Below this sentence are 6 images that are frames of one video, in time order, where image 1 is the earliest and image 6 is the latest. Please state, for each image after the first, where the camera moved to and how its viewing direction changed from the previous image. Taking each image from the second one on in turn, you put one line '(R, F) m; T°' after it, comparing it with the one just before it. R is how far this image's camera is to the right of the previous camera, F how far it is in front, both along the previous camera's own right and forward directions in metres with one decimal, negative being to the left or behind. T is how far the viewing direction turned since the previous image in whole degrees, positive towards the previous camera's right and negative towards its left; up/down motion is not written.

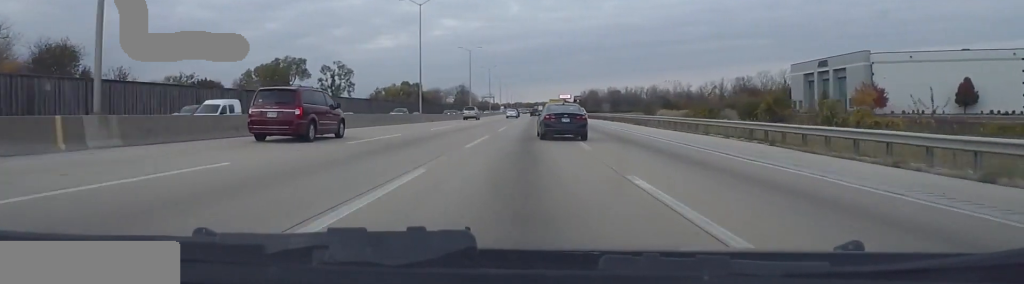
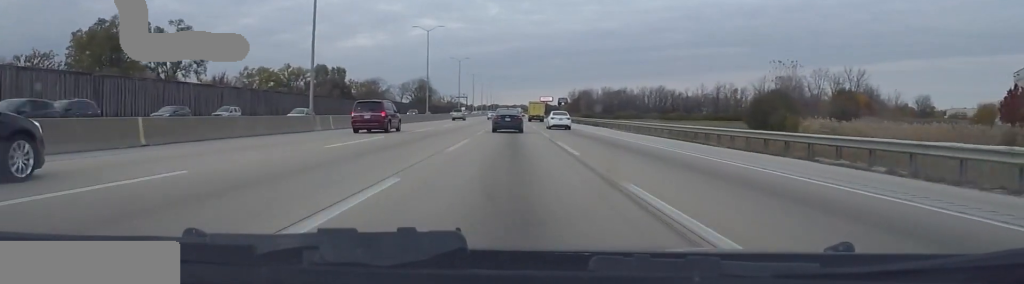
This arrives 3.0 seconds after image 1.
(+2.3, +89.6) m; +1°
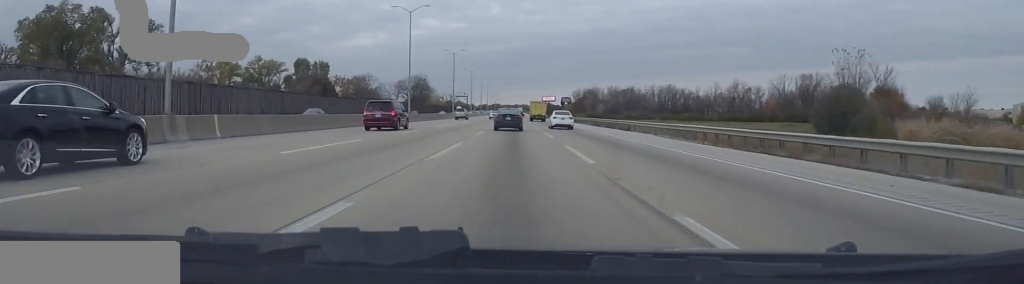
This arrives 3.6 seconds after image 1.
(+0.2, +18.8) m; -1°
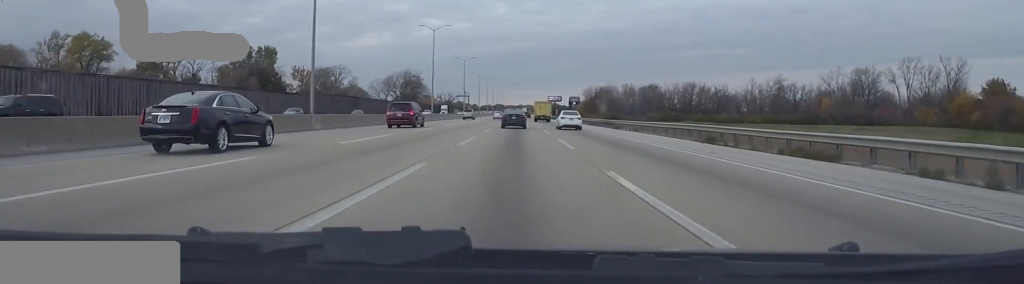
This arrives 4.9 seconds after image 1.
(-0.6, +39.8) m; +1°
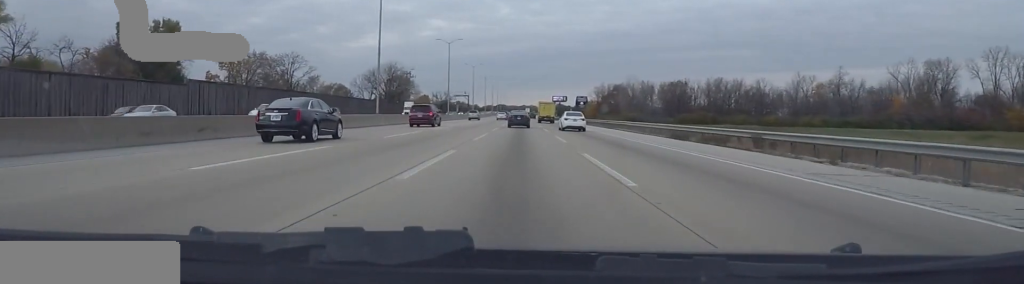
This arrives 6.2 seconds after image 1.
(+0.8, +40.1) m; +1°
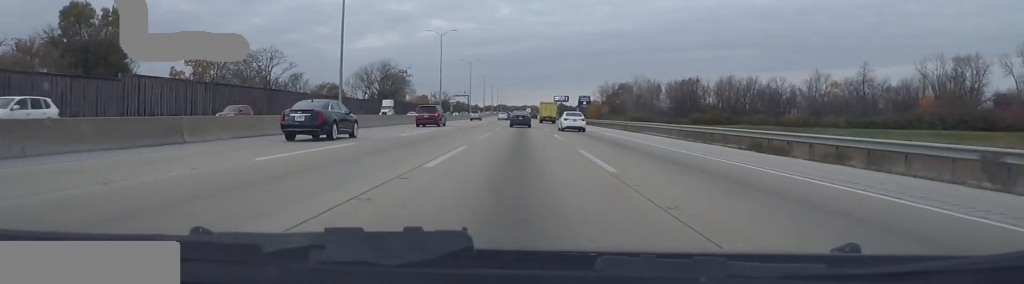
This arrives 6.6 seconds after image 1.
(0.0, +12.9) m; 0°
